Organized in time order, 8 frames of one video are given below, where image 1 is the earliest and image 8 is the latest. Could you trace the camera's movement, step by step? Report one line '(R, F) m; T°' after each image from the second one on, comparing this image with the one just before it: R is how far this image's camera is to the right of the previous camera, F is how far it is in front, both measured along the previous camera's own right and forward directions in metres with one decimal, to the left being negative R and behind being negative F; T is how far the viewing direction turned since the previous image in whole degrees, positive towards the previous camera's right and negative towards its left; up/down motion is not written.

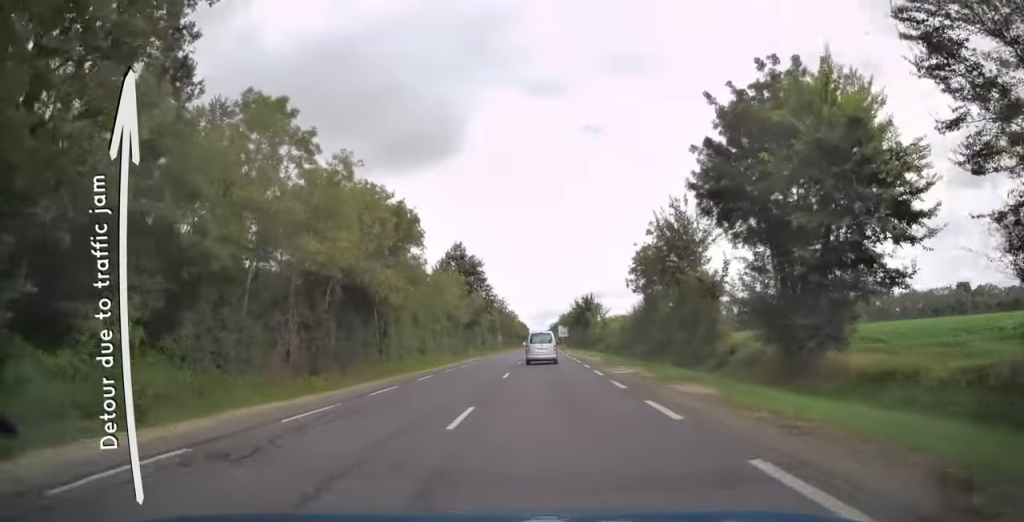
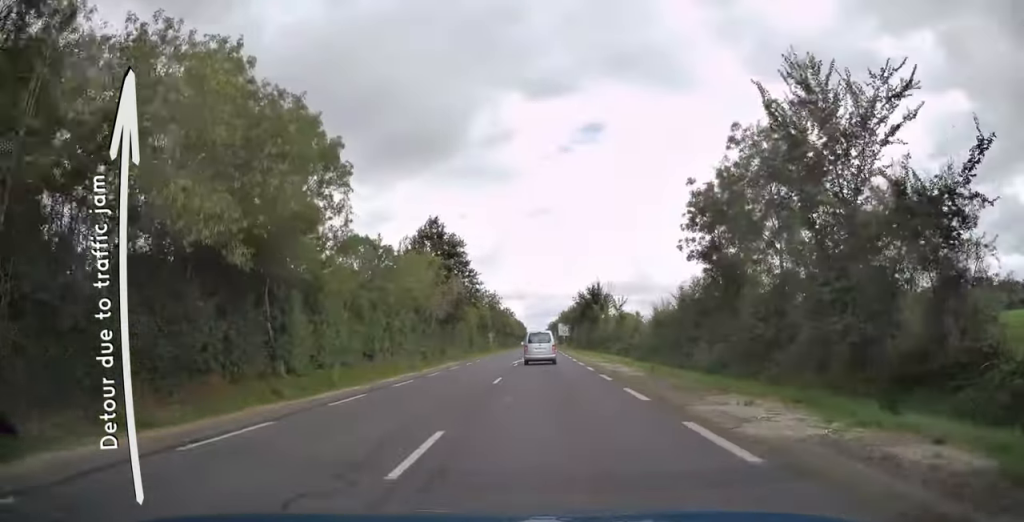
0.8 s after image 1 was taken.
(0.0, +16.4) m; 0°
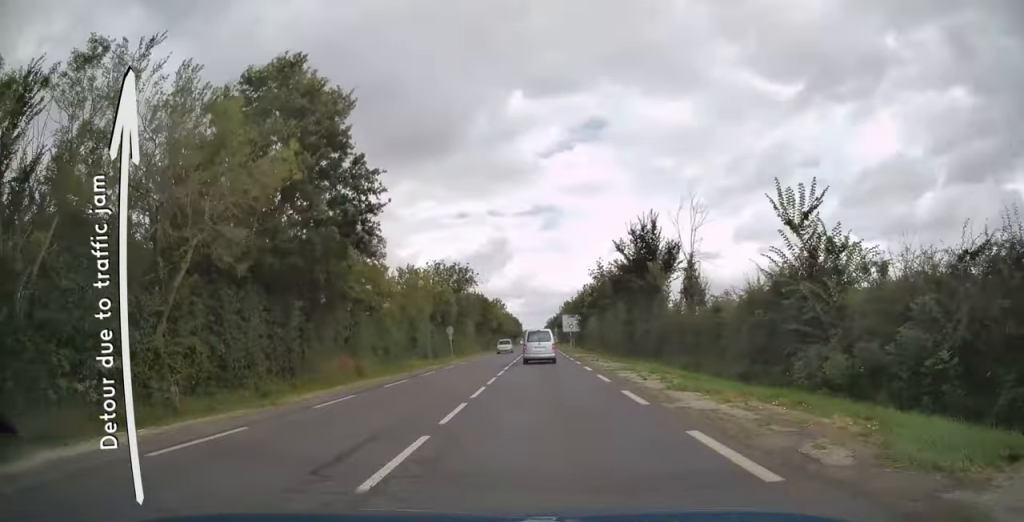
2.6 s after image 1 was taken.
(+0.1, +39.4) m; +1°
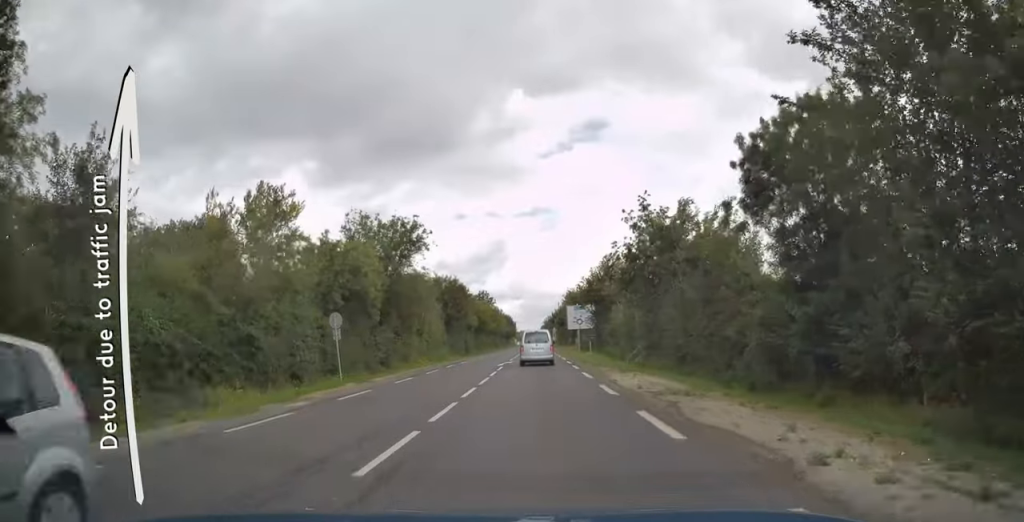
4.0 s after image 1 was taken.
(0.0, +29.6) m; 0°
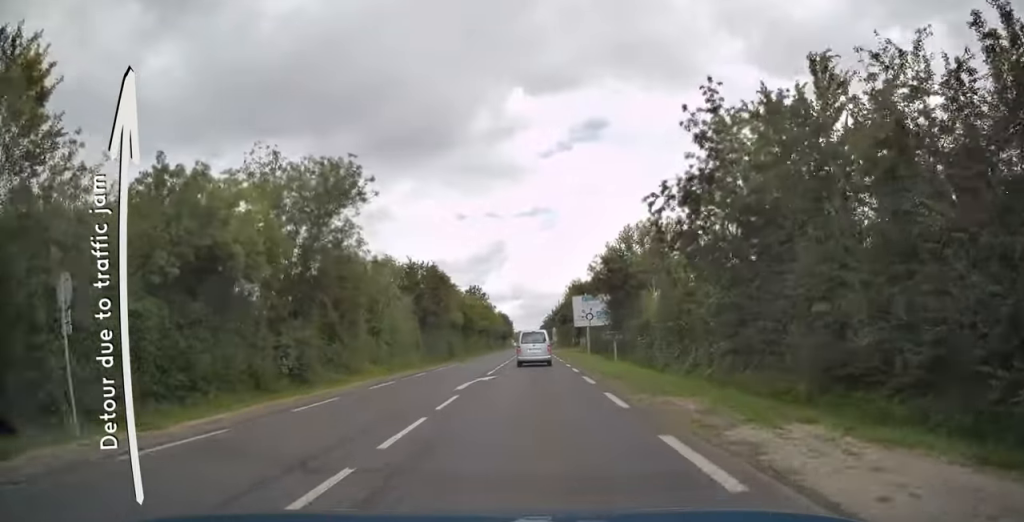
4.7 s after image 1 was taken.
(0.0, +15.7) m; 0°
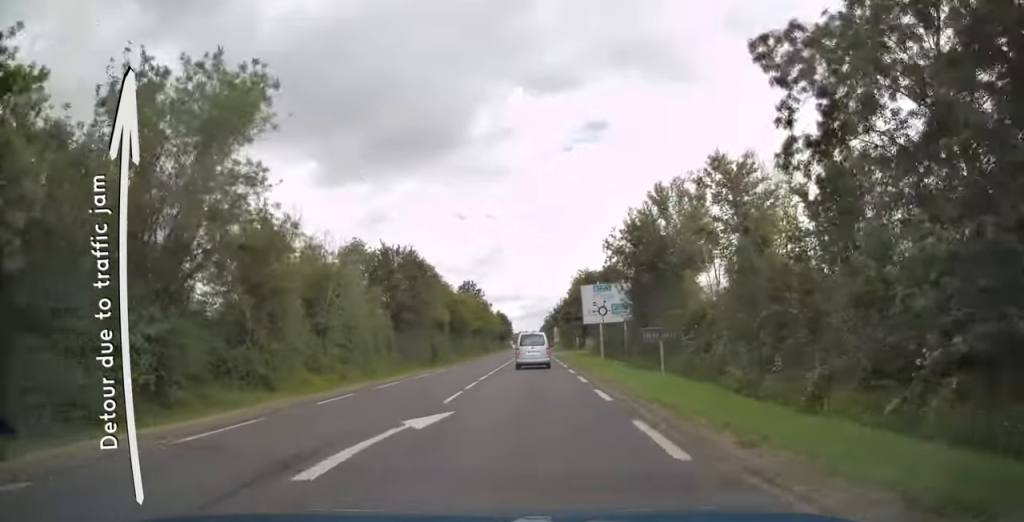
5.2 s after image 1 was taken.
(0.0, +11.3) m; 0°
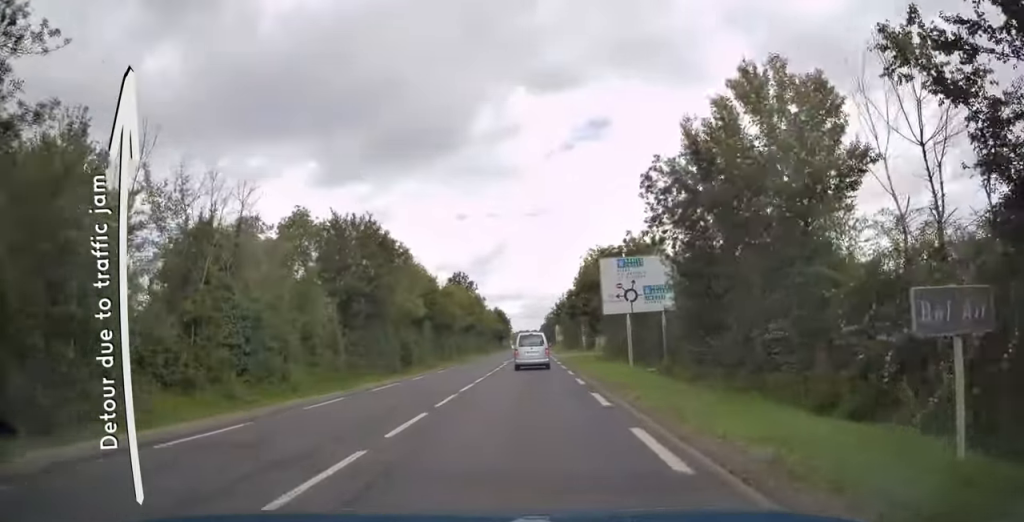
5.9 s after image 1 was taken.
(0.0, +13.4) m; 0°
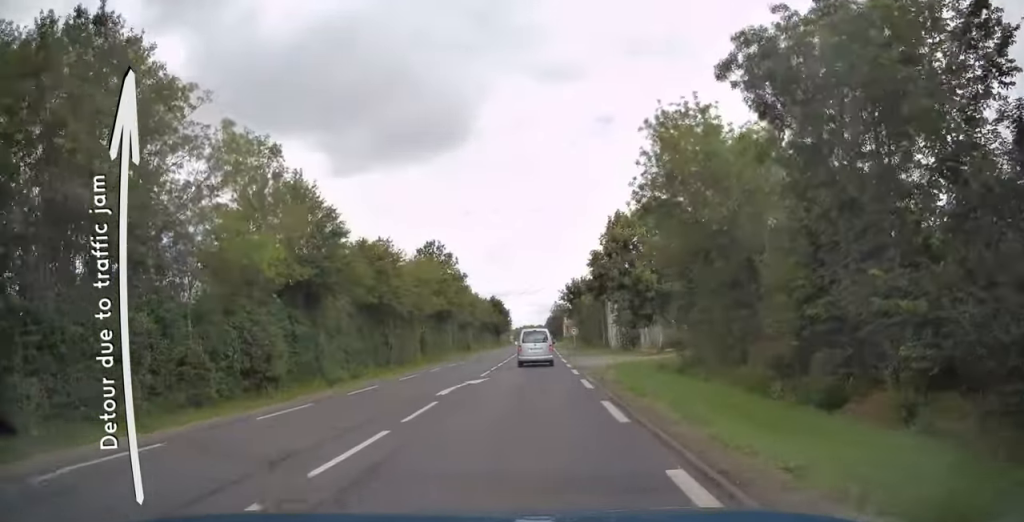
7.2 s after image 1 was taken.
(-0.1, +28.6) m; 0°
